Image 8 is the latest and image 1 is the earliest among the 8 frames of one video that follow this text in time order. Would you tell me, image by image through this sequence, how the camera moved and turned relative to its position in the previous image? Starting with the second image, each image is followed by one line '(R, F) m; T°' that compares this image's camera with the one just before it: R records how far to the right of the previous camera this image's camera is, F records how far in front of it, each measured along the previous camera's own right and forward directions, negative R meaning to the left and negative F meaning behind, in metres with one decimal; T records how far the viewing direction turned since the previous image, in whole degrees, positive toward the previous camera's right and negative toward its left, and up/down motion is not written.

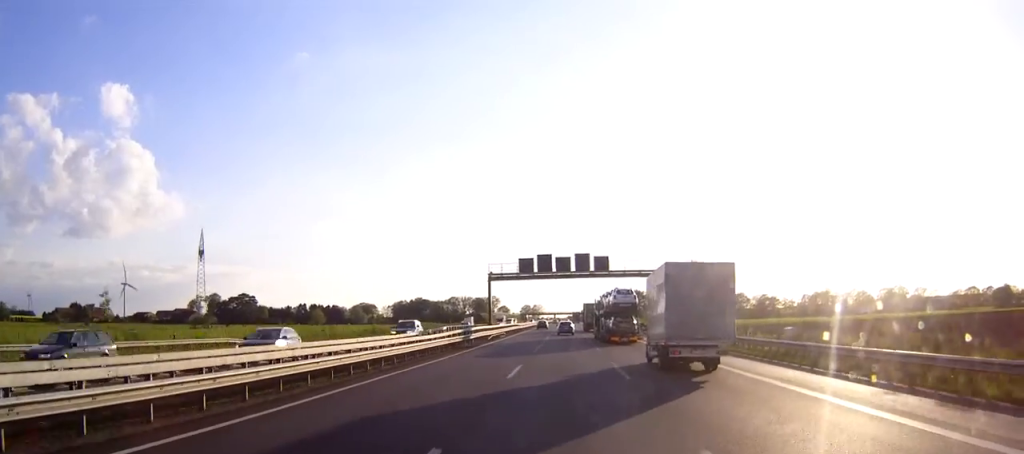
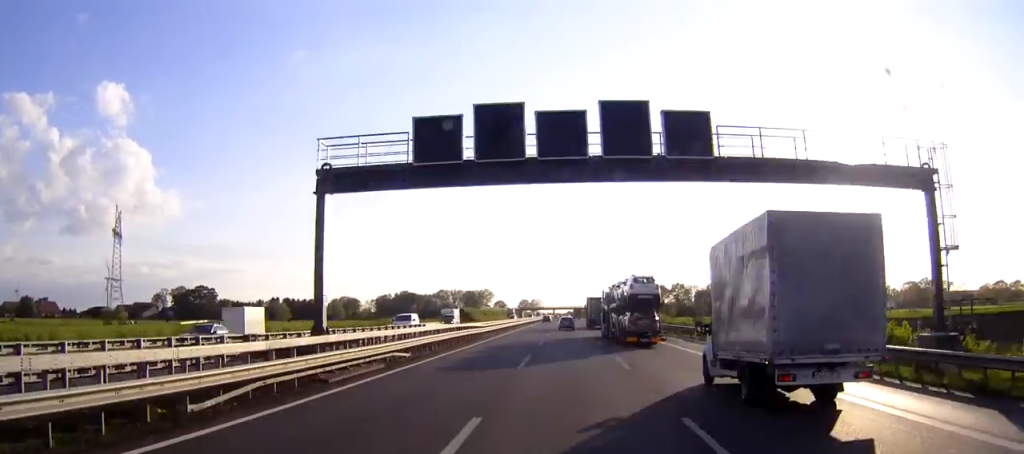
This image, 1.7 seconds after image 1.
(0.0, +51.0) m; 0°
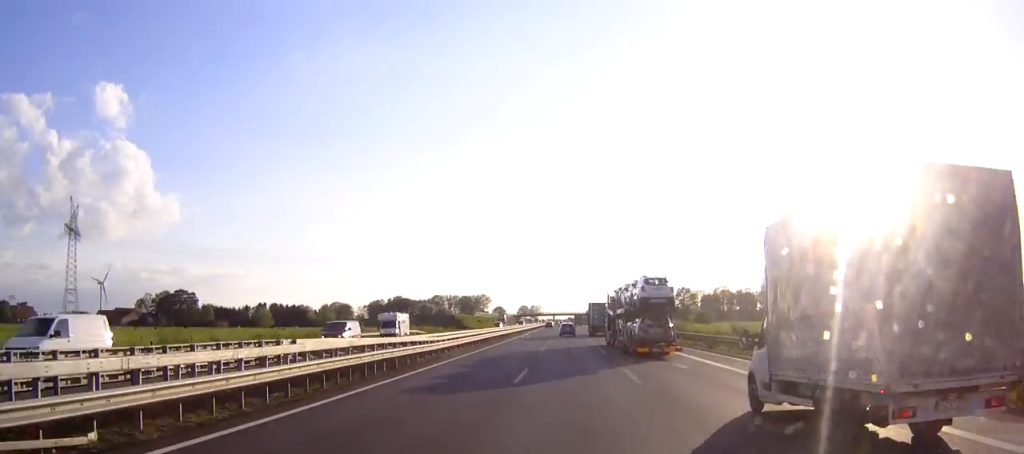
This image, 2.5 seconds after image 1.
(0.0, +21.6) m; 0°
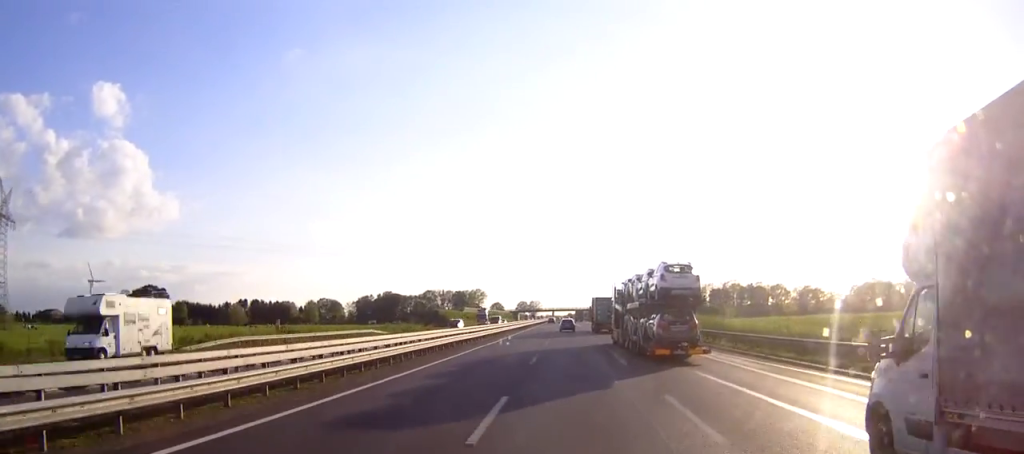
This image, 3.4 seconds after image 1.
(+0.1, +28.4) m; 0°
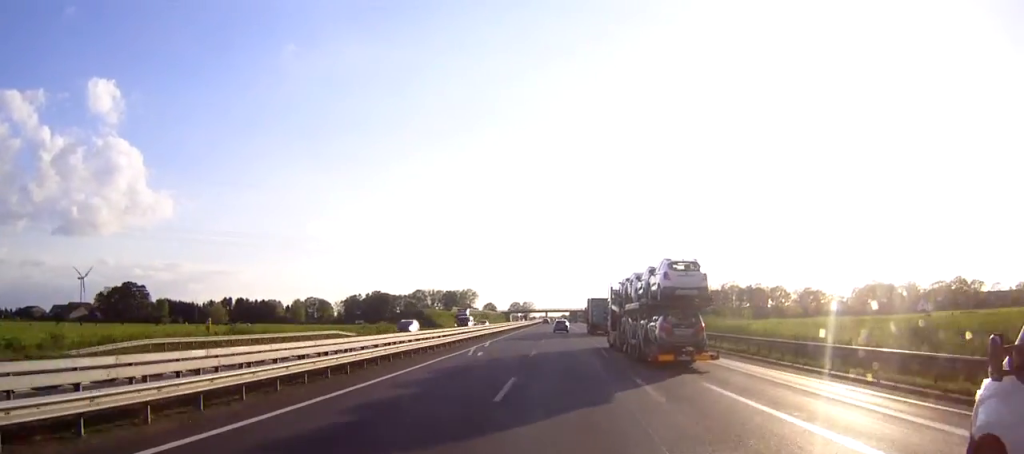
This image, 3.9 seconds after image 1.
(0.0, +12.8) m; 0°
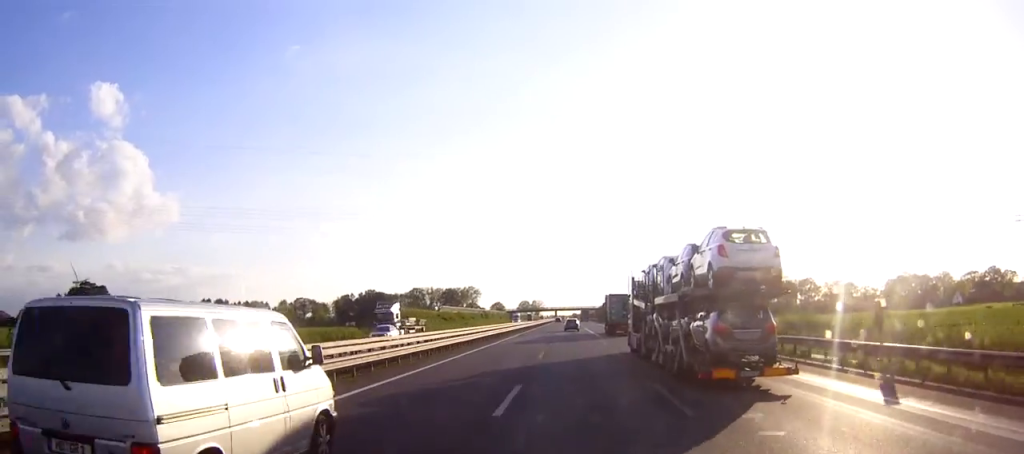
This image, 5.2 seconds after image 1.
(-0.1, +38.1) m; 0°
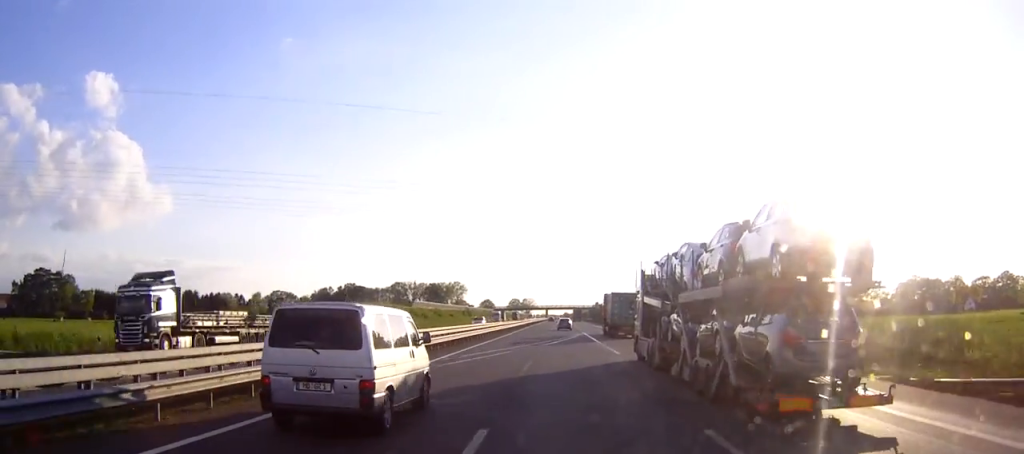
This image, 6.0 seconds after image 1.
(+0.1, +25.4) m; 0°
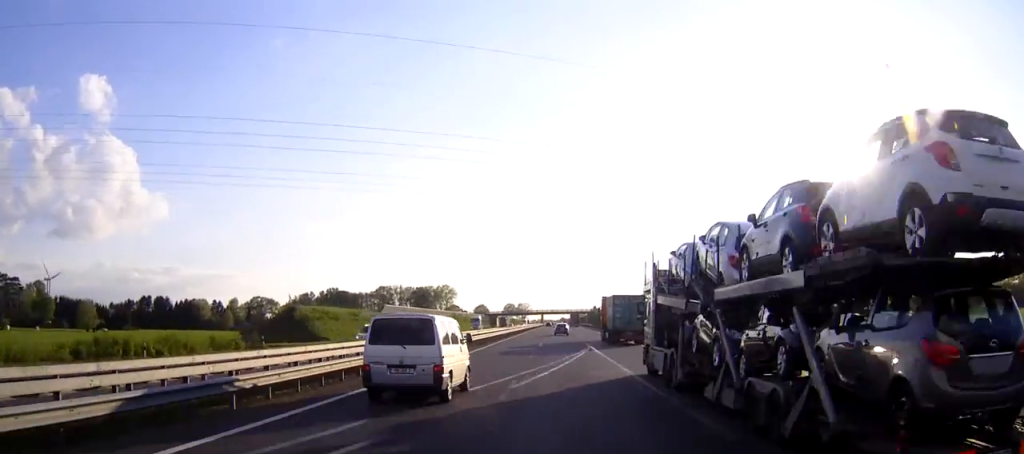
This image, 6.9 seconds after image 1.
(0.0, +24.5) m; 0°
